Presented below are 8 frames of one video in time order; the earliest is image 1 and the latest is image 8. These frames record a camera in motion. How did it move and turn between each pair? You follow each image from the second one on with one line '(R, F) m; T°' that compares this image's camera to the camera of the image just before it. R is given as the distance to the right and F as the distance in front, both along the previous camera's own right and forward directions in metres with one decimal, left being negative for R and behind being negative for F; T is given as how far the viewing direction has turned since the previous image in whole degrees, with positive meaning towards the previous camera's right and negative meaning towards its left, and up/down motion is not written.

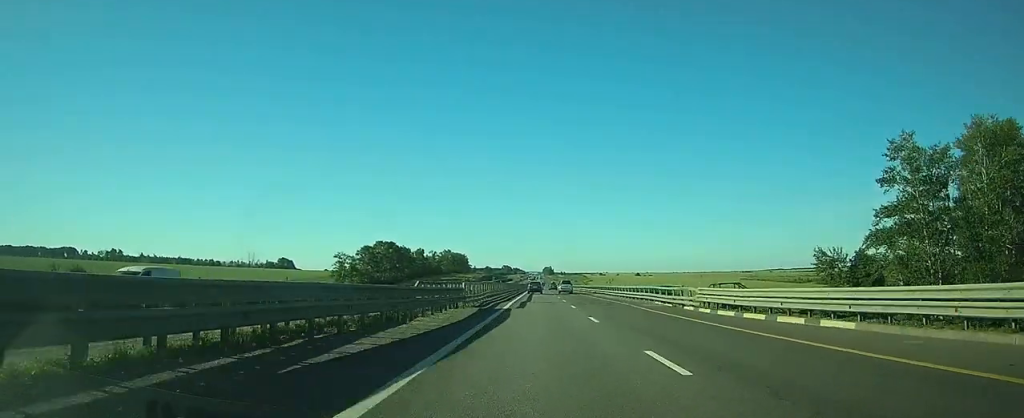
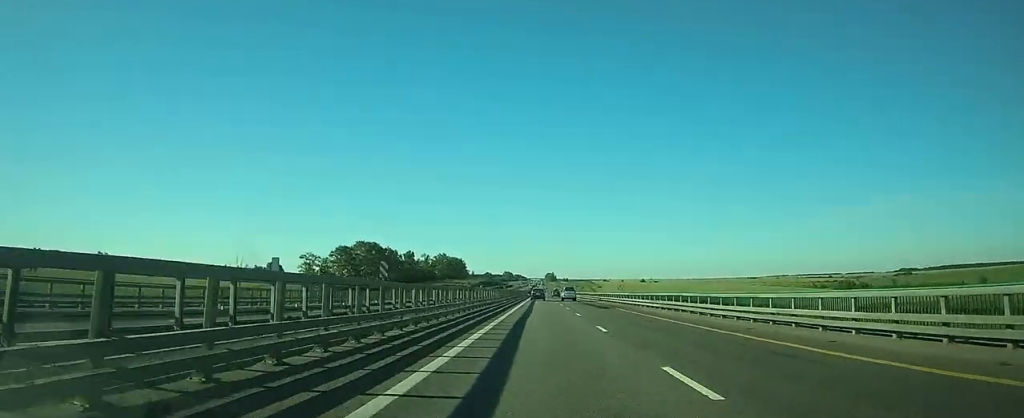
(+0.1, +37.5) m; 0°
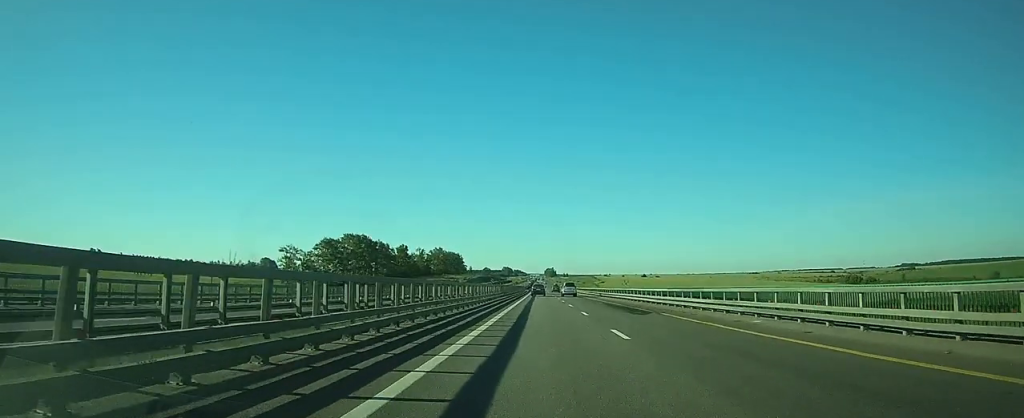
(0.0, +16.5) m; 0°
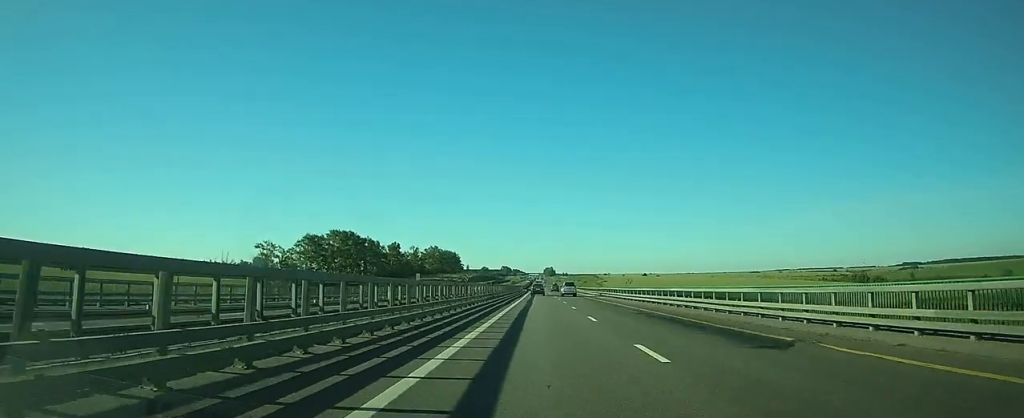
(0.0, +16.4) m; 0°
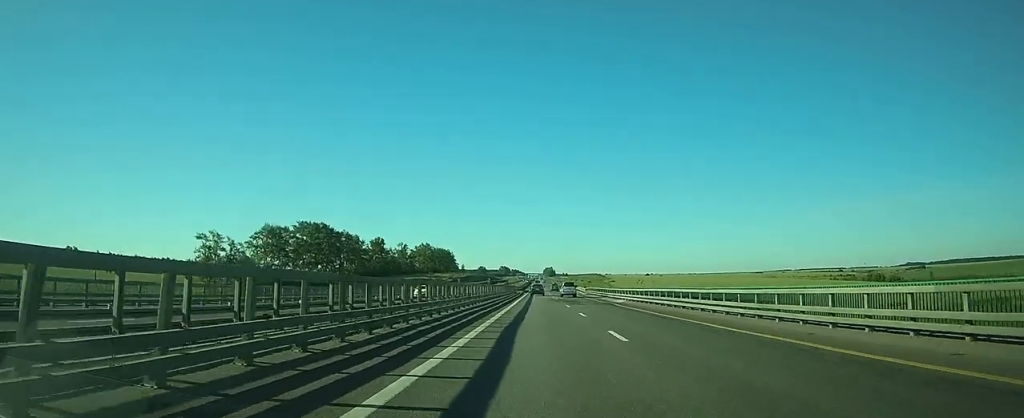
(0.0, +31.7) m; 0°
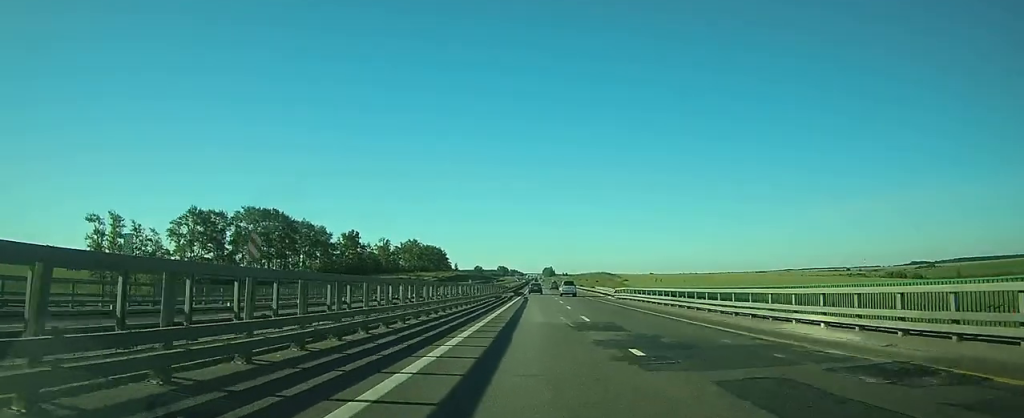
(0.0, +39.3) m; 0°
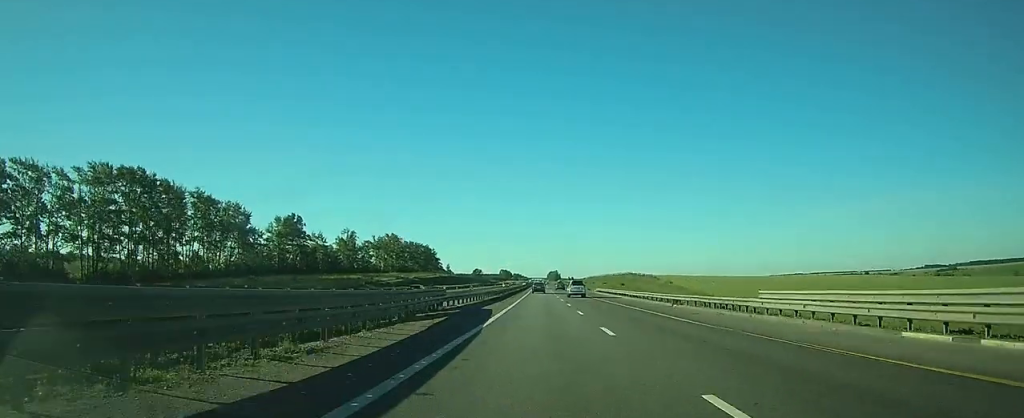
(-0.1, +65.8) m; 0°
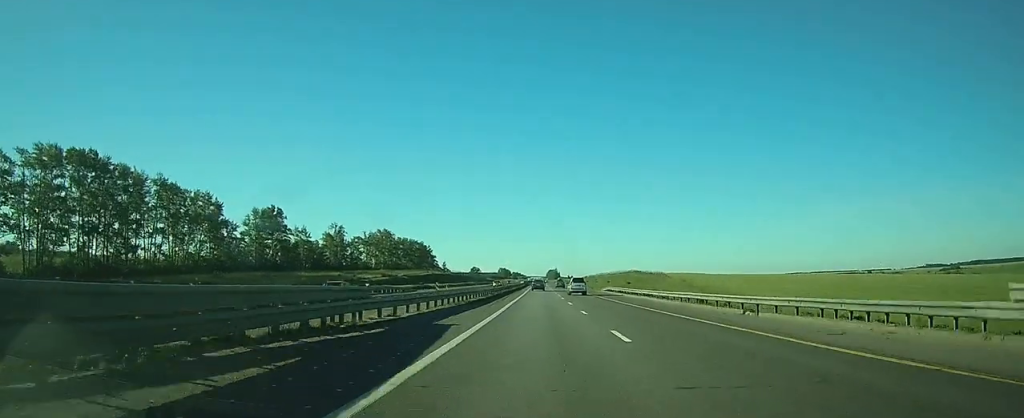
(0.0, +14.3) m; 0°
